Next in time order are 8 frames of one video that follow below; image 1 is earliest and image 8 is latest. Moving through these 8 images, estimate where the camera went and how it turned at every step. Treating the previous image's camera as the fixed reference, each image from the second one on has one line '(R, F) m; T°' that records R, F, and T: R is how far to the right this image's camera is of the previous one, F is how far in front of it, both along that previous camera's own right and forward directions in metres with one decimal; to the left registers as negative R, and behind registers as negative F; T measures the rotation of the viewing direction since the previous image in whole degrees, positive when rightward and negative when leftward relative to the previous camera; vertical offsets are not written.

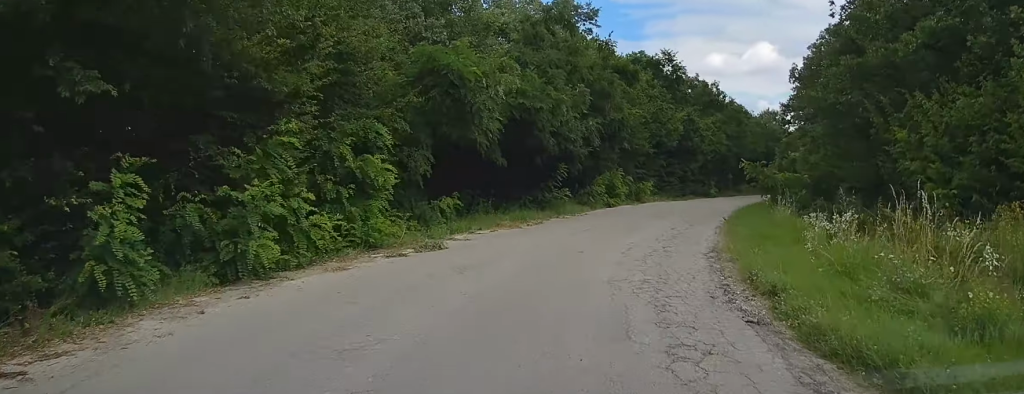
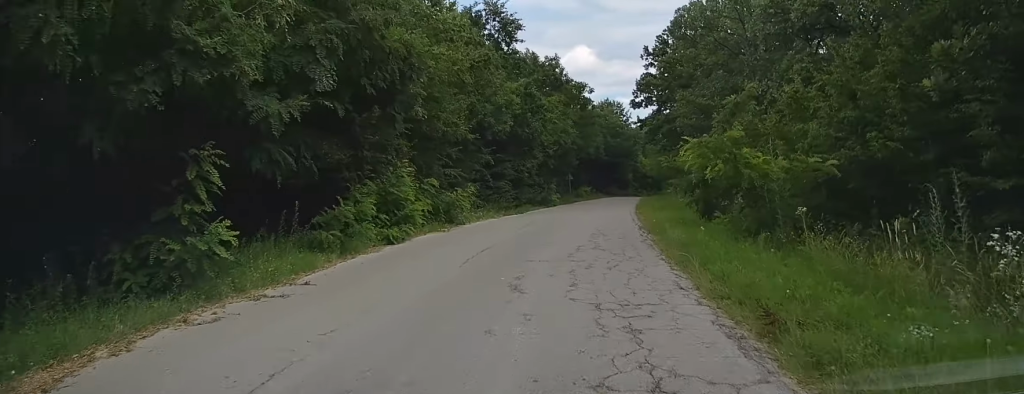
(+3.6, +15.1) m; +17°
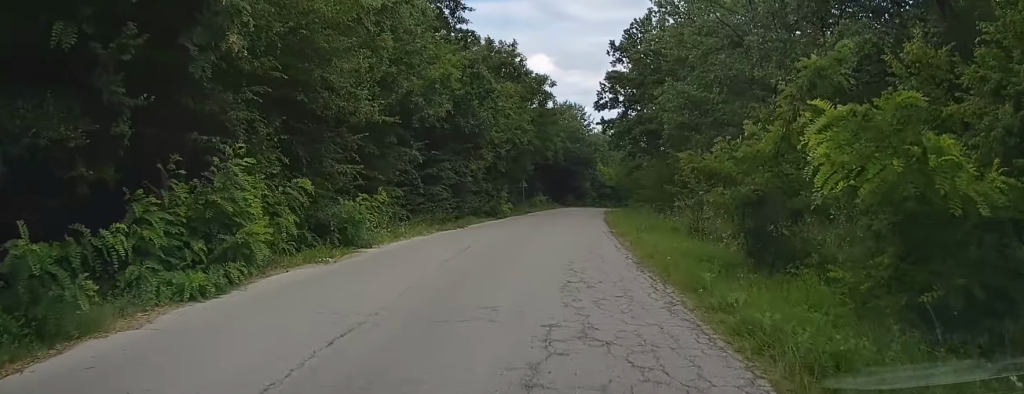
(+0.3, +7.3) m; +3°
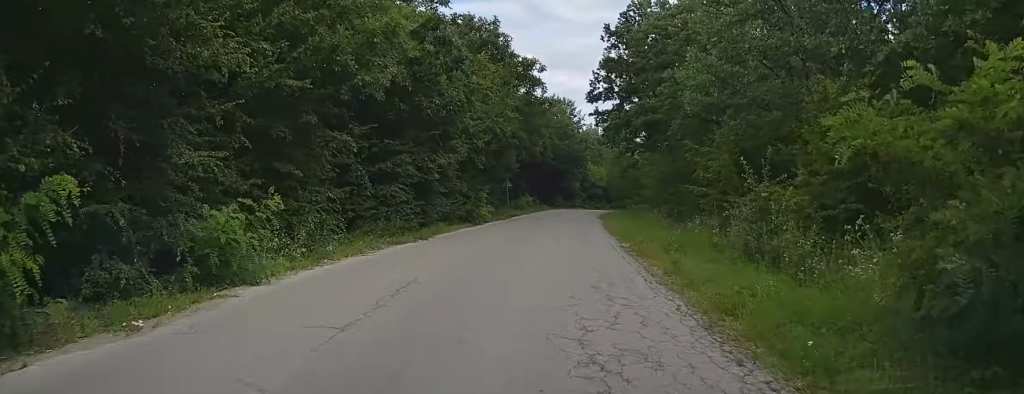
(0.0, +6.0) m; +2°
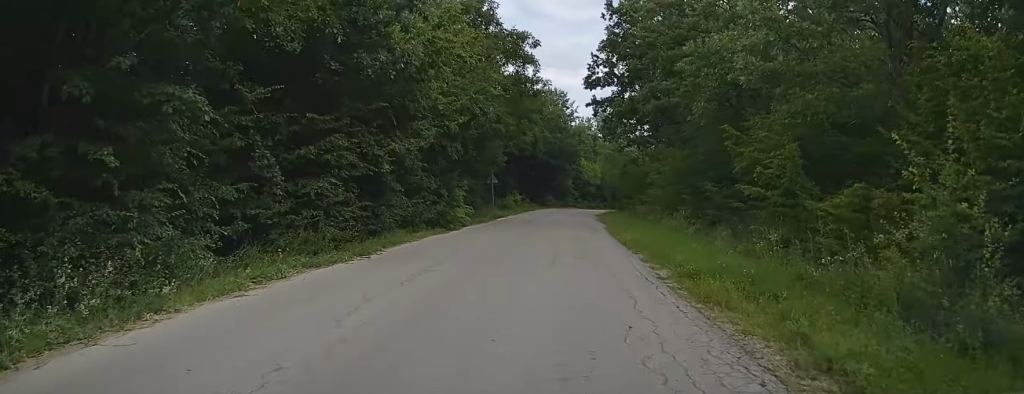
(+0.1, +6.1) m; +2°
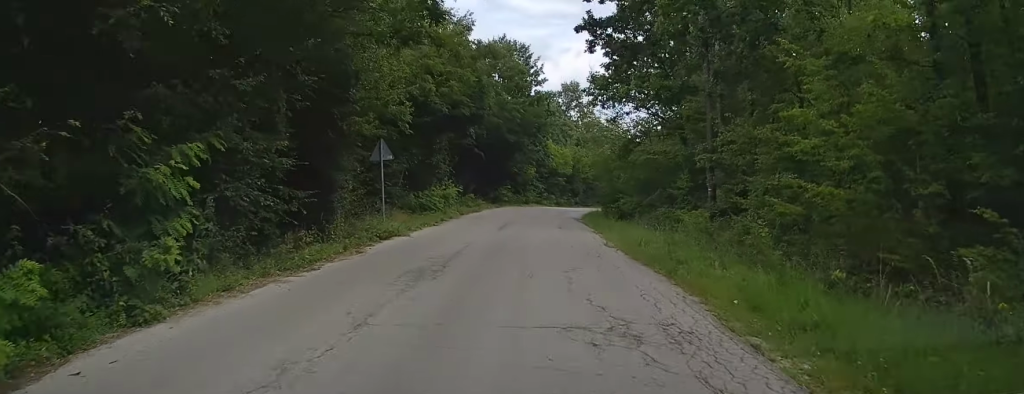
(+1.2, +21.0) m; +4°
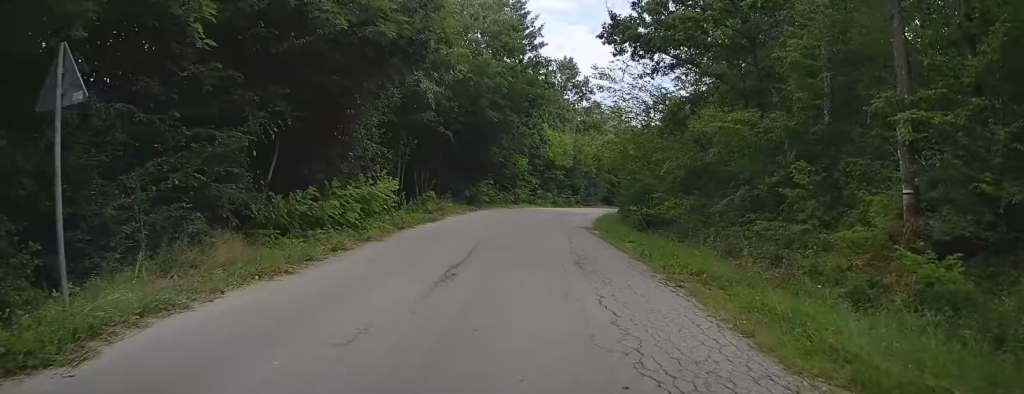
(0.0, +12.7) m; +4°
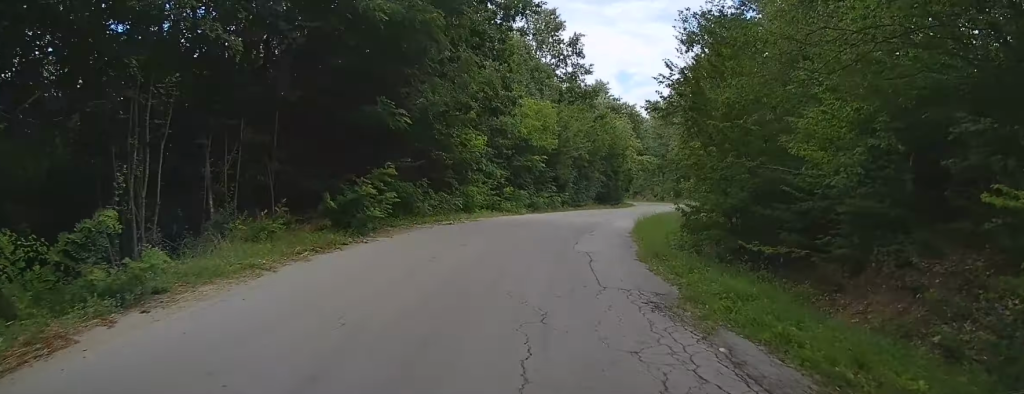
(+1.0, +19.1) m; +3°
